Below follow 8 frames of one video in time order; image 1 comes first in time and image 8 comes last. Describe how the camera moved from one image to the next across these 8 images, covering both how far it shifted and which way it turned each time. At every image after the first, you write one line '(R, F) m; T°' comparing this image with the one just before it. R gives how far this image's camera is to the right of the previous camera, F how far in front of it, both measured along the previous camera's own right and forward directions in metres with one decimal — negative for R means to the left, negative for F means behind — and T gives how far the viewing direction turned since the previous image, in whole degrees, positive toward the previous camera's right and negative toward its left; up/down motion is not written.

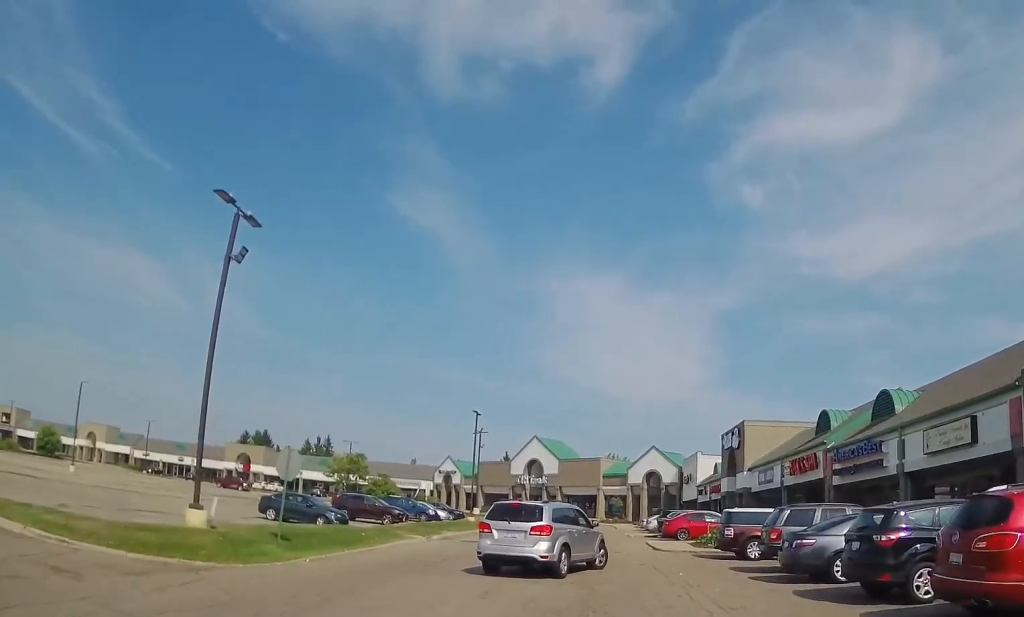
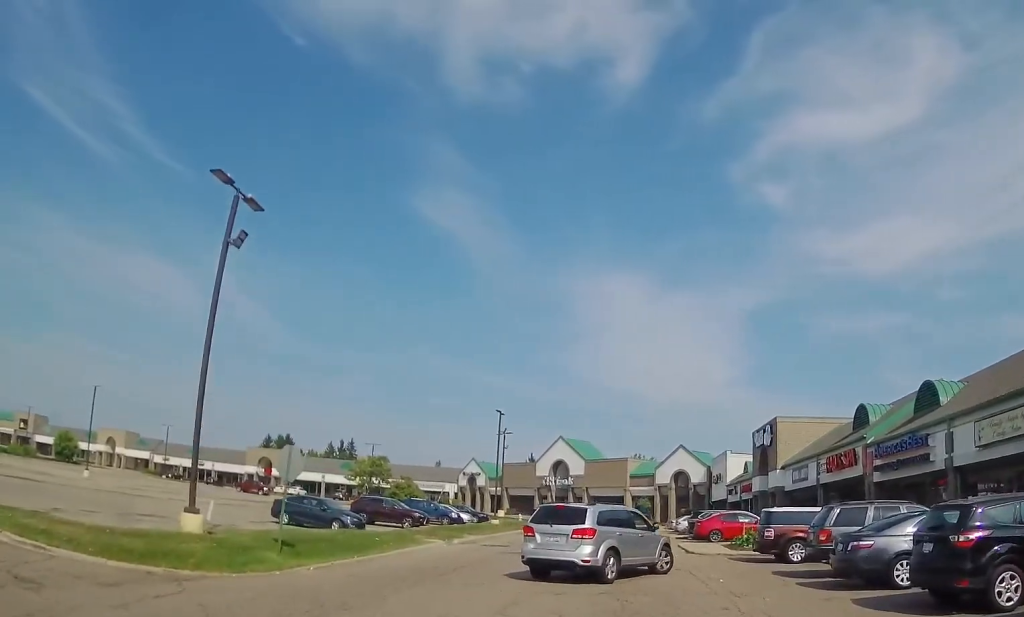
(0.0, +1.5) m; -4°
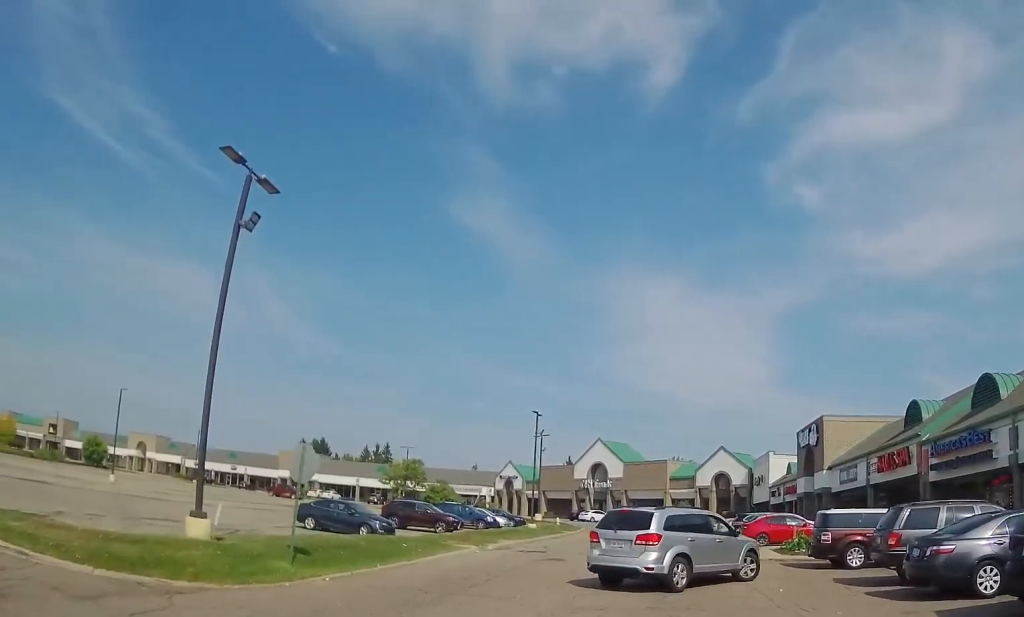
(+0.1, +1.5) m; -4°
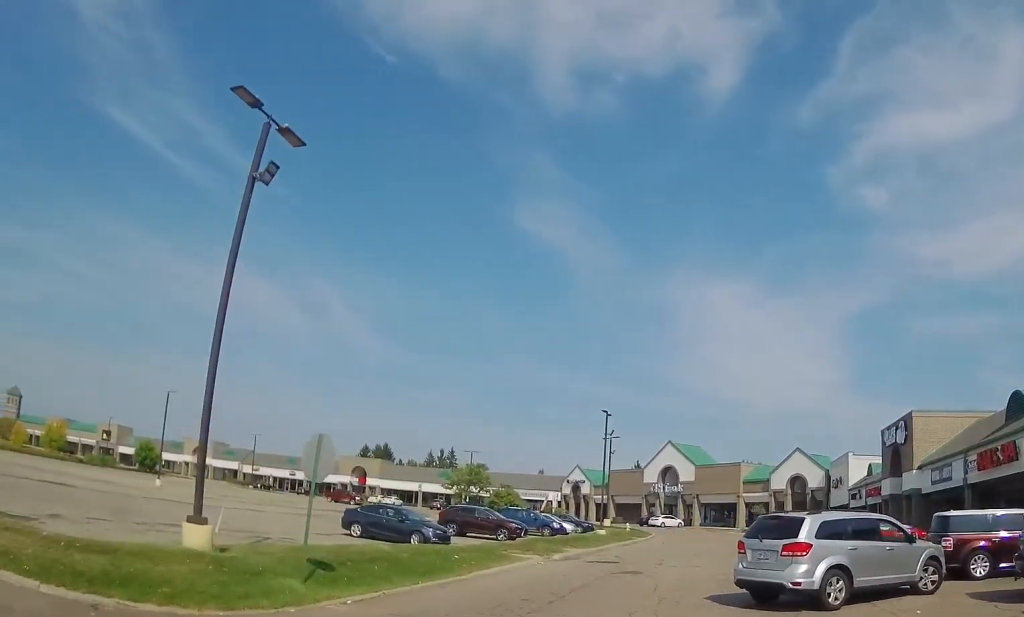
(-0.4, +2.8) m; -4°
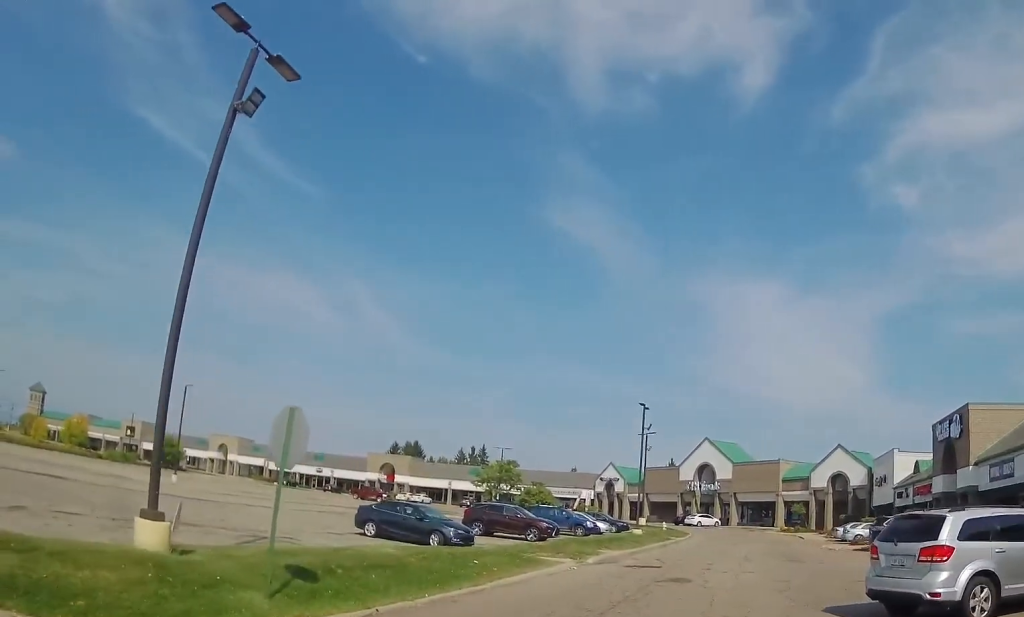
(0.0, +2.6) m; -2°
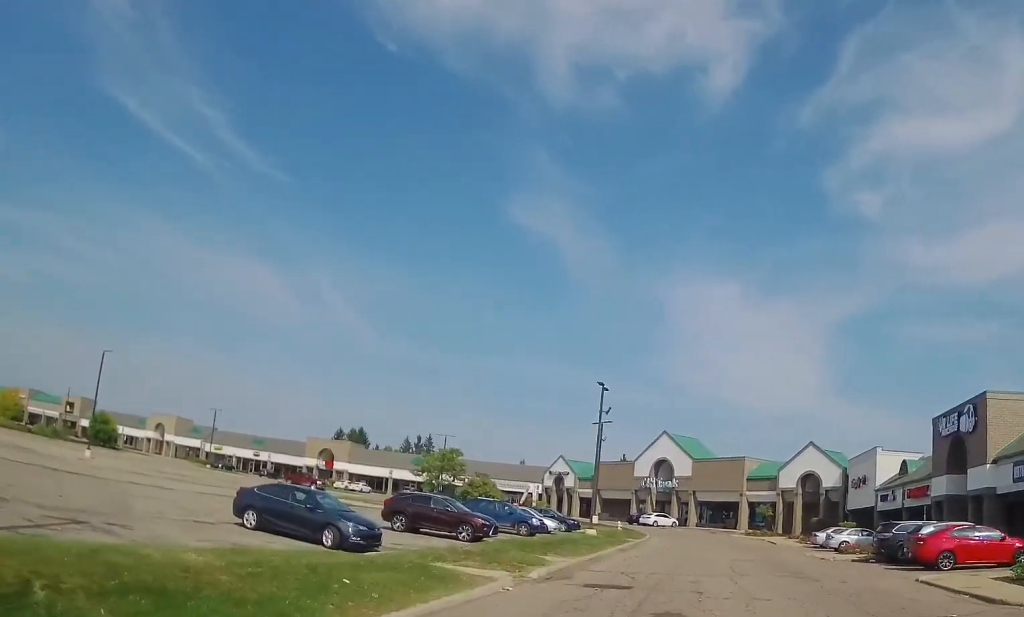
(-0.3, +6.1) m; 0°
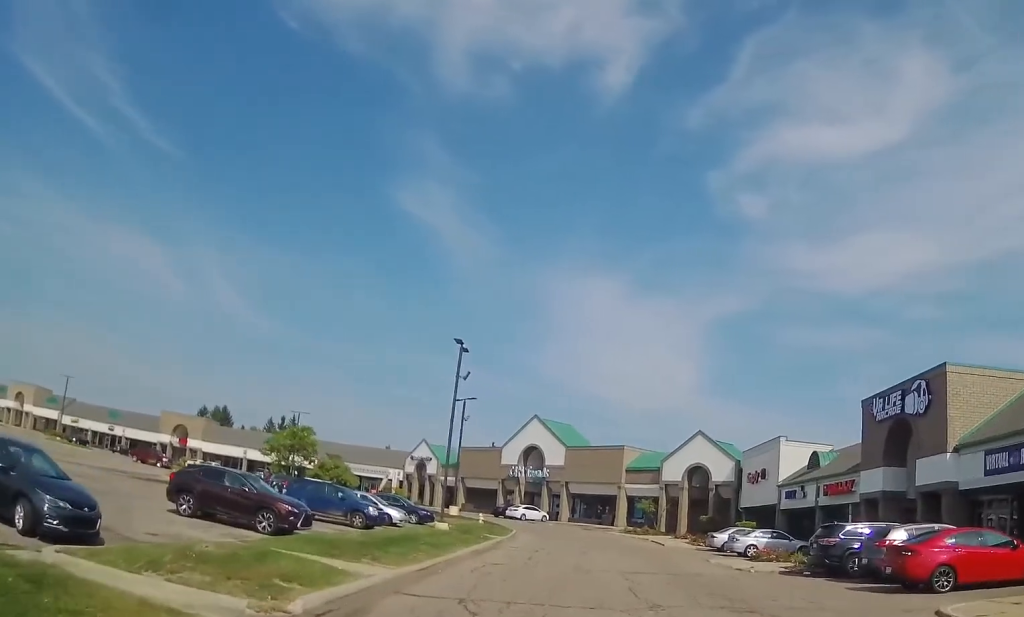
(+0.9, +7.5) m; +11°
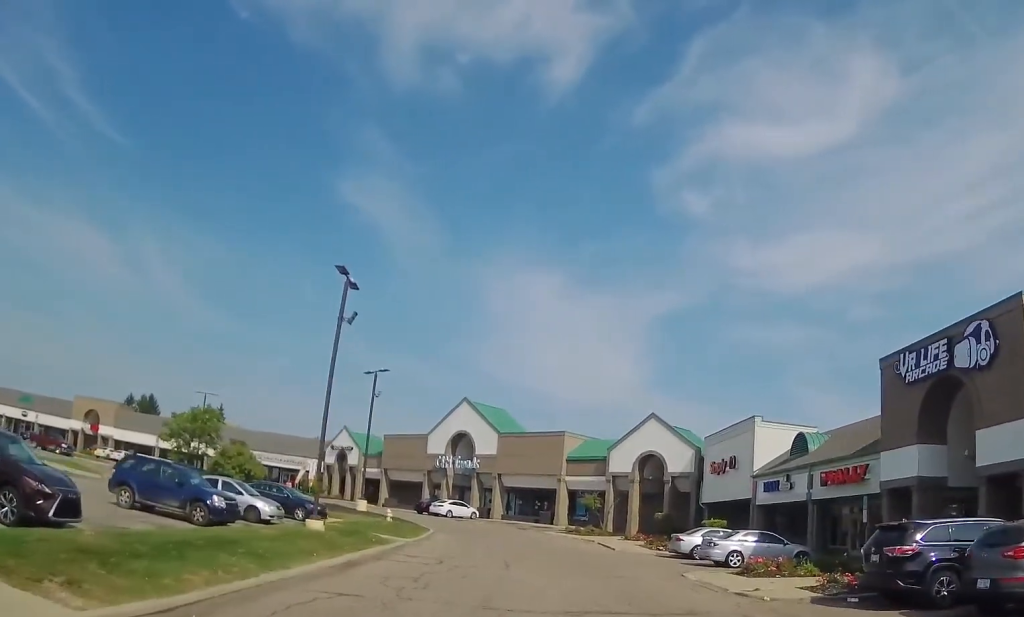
(+0.4, +8.7) m; +6°
